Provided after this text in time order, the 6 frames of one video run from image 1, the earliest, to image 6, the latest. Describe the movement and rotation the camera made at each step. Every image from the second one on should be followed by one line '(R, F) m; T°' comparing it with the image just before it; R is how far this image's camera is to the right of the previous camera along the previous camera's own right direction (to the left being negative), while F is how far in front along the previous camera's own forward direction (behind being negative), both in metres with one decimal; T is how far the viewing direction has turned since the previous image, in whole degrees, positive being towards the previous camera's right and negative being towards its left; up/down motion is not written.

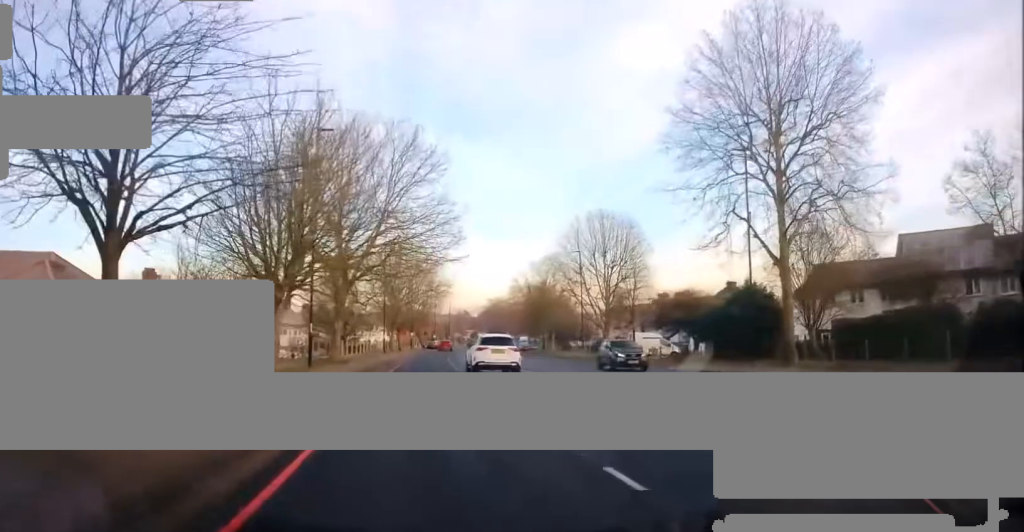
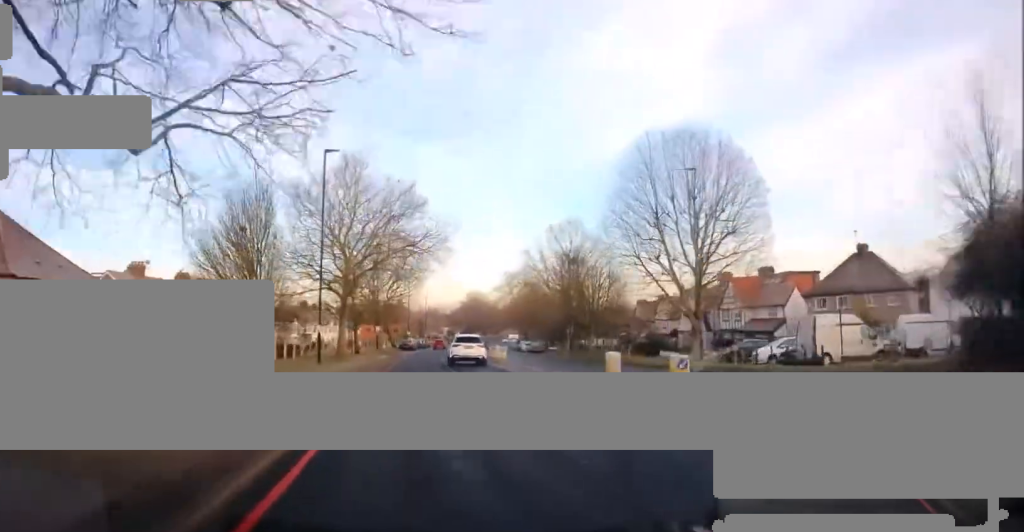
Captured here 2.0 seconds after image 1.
(+1.2, +32.9) m; +2°
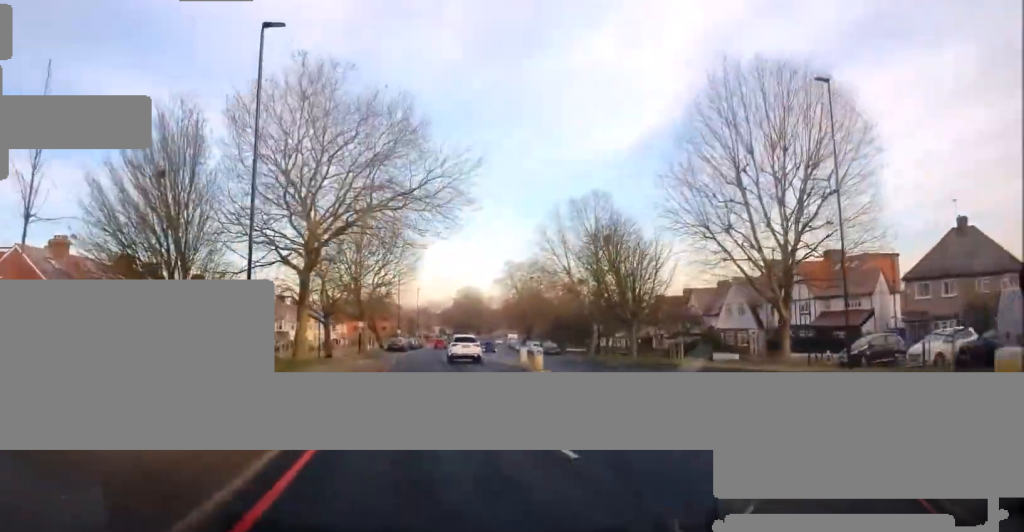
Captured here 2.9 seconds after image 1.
(+0.6, +13.5) m; +2°
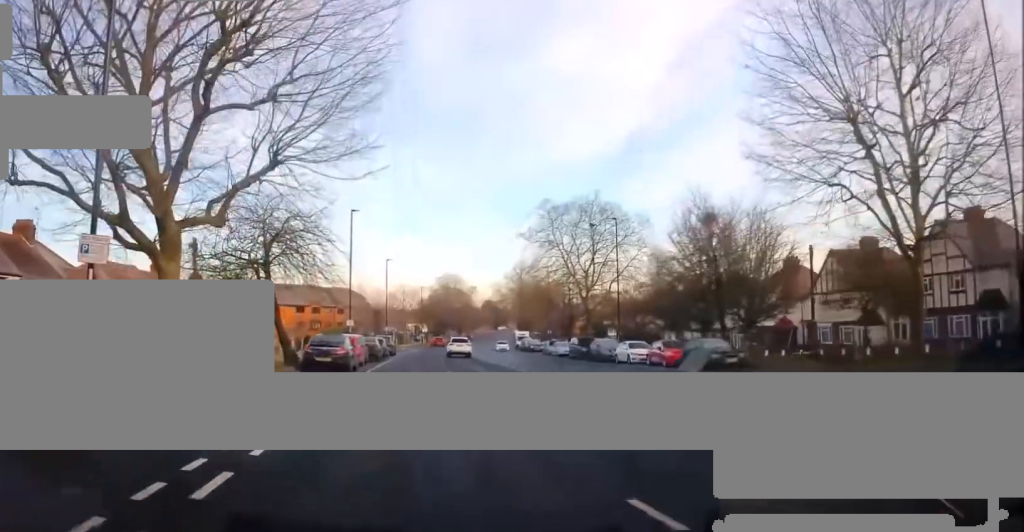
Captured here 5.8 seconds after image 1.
(+1.2, +44.9) m; +2°
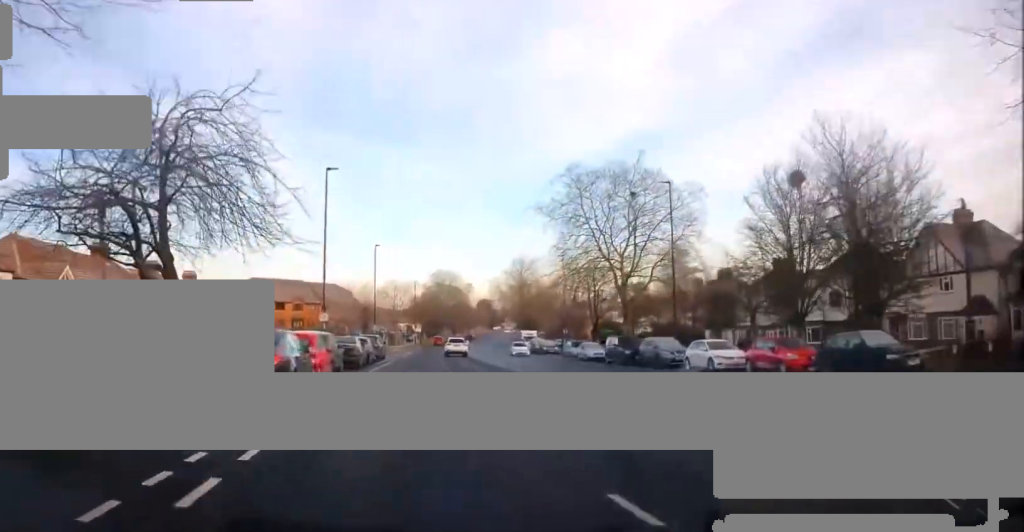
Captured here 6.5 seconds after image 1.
(0.0, +11.9) m; 0°
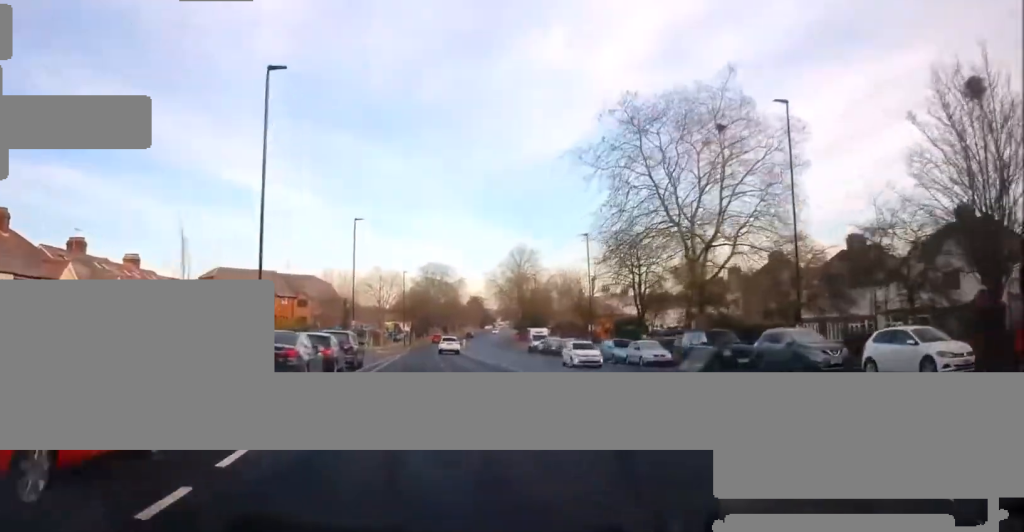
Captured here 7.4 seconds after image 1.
(0.0, +14.3) m; 0°
